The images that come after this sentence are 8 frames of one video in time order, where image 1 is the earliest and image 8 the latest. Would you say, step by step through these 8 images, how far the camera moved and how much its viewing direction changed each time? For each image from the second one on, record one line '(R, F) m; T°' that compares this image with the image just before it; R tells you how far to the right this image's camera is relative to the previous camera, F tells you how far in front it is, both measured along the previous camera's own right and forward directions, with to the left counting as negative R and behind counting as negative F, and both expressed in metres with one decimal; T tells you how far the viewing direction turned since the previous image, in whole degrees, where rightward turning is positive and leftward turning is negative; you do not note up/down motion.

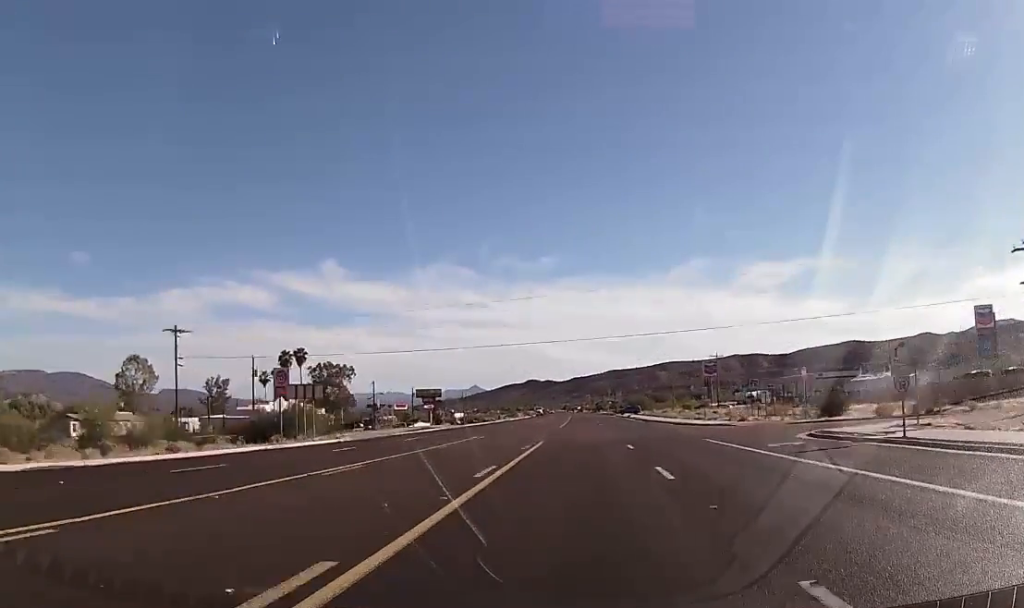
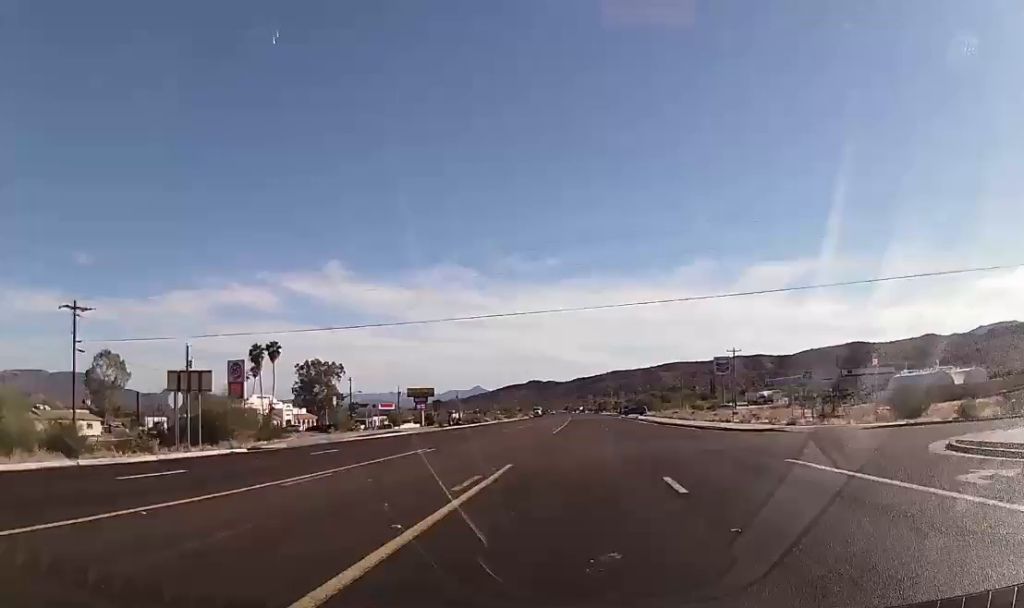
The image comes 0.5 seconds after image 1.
(0.0, +14.5) m; 0°
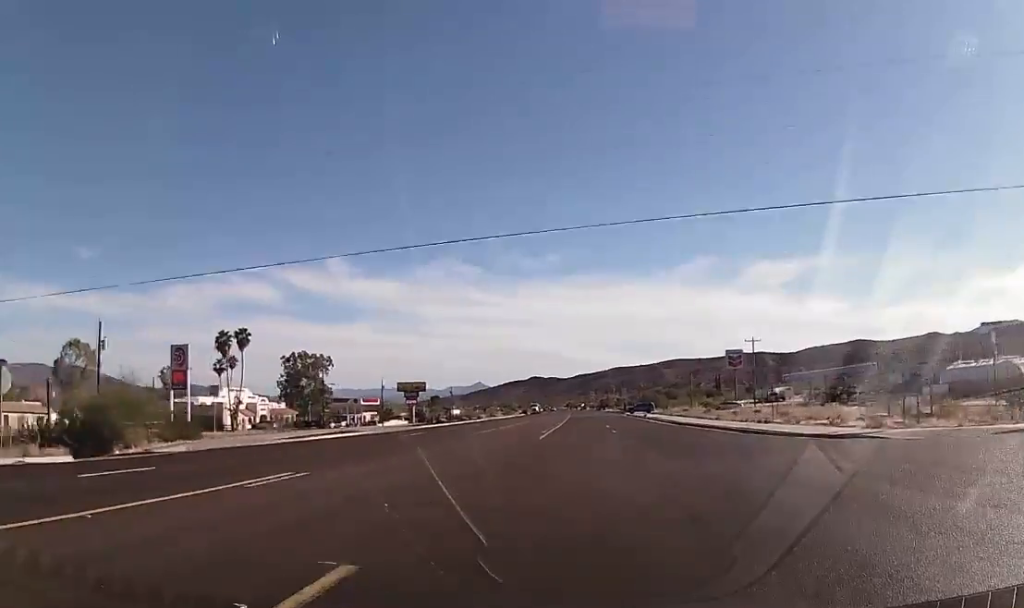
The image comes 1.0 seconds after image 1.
(-0.1, +13.5) m; 0°
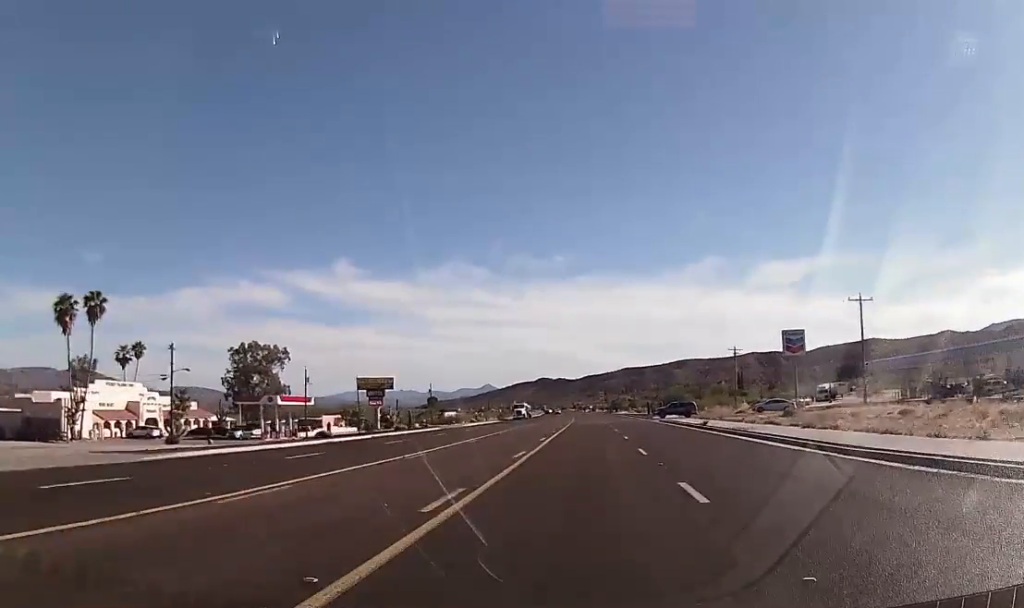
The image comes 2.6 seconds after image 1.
(-0.5, +42.7) m; -1°
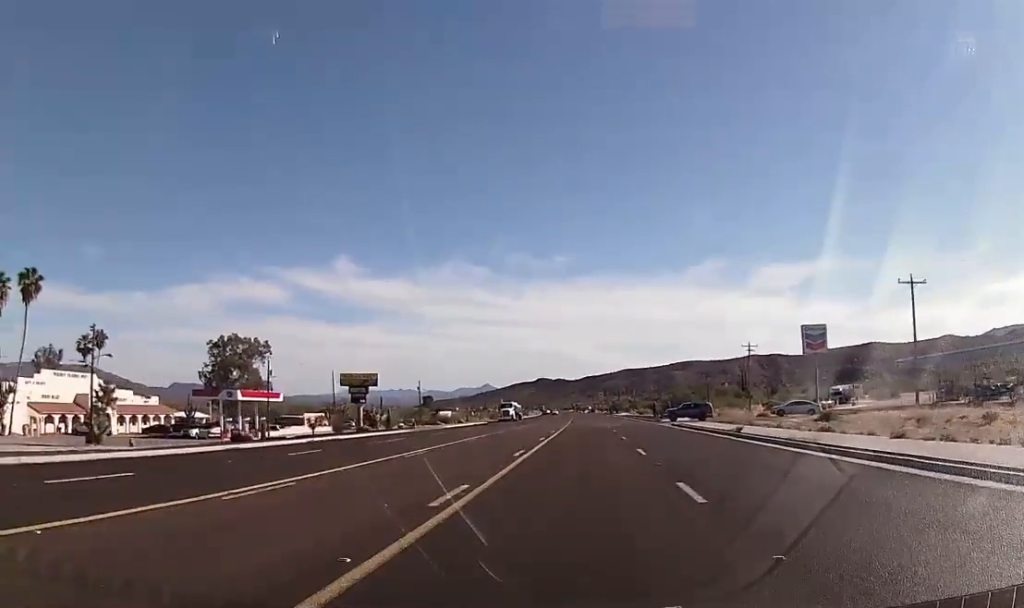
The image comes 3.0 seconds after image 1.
(+0.1, +11.9) m; 0°
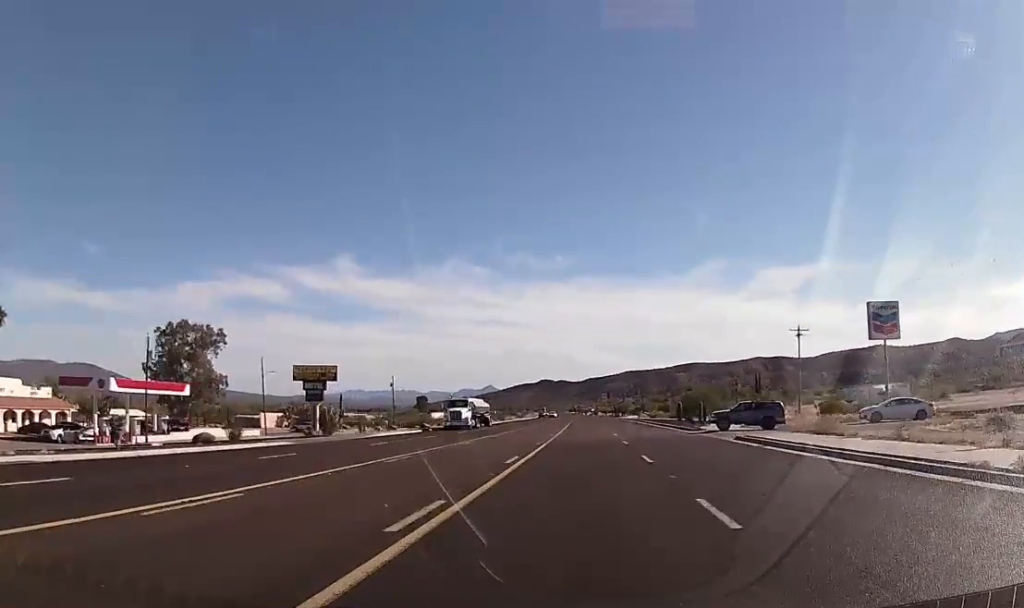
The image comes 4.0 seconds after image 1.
(+0.2, +26.5) m; 0°
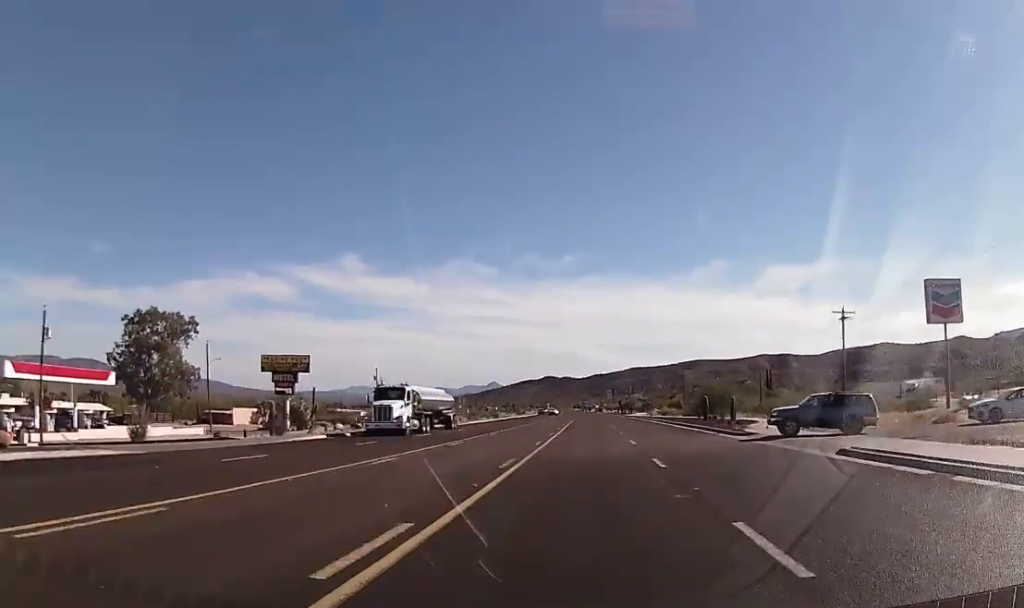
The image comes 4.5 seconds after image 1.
(+0.2, +14.6) m; -1°
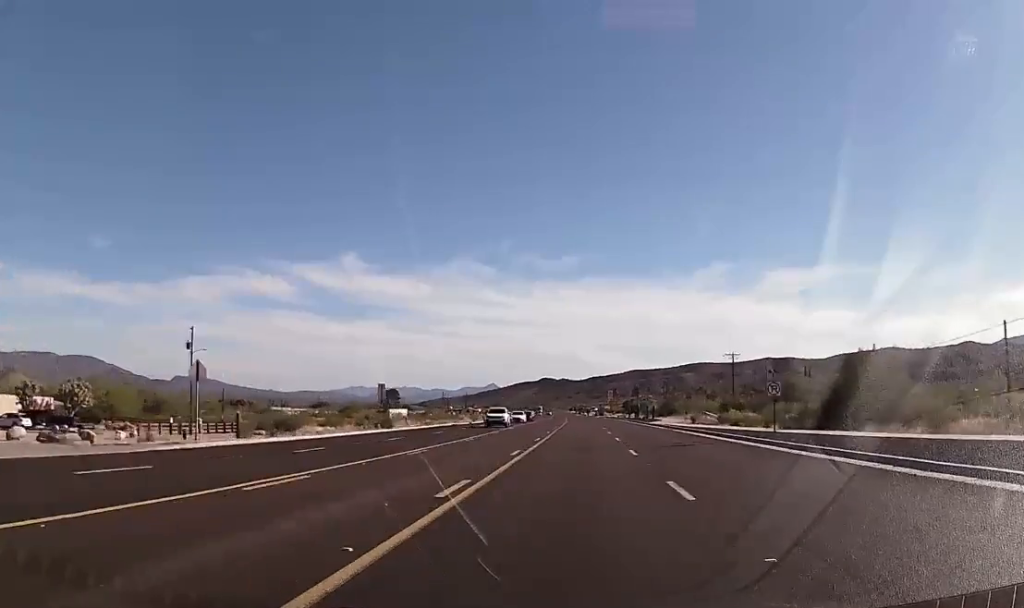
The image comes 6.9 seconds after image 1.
(-1.2, +66.6) m; 0°
